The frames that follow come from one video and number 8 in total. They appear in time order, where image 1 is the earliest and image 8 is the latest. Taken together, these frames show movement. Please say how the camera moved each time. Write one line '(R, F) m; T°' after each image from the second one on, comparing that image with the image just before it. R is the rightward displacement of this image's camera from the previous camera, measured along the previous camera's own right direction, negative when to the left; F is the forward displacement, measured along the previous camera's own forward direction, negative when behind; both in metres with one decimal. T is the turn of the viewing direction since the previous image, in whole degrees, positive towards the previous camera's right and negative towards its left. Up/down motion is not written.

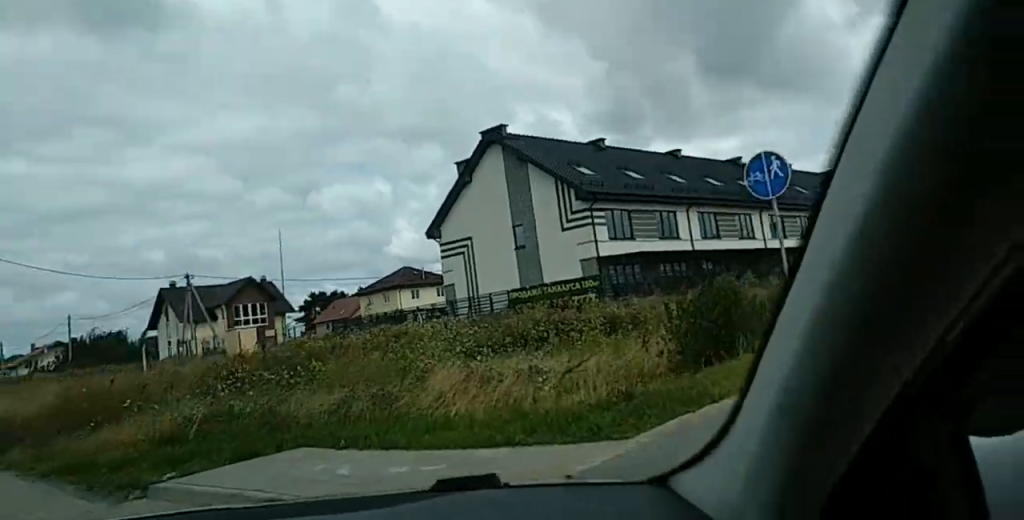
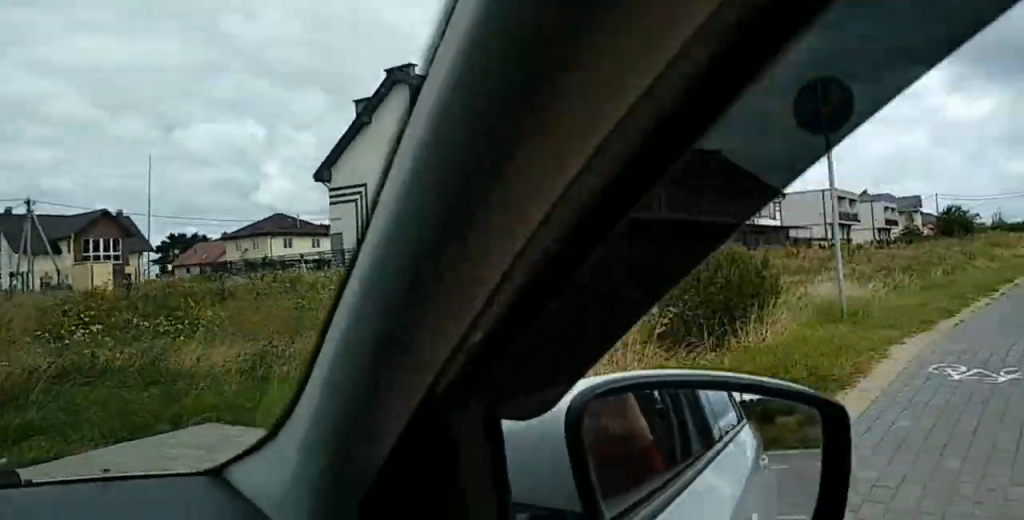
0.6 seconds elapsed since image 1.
(-0.5, +2.8) m; -17°
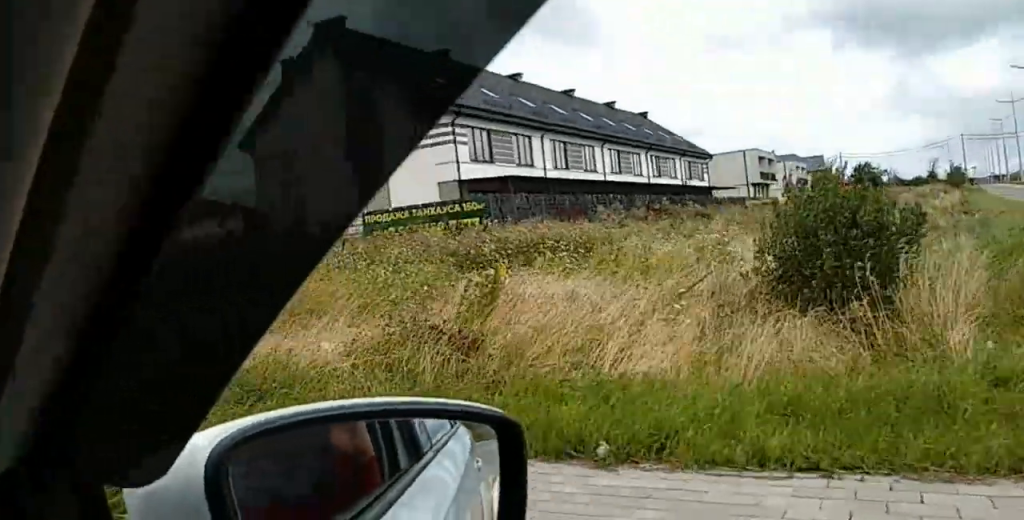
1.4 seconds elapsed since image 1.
(-0.6, +3.3) m; -19°
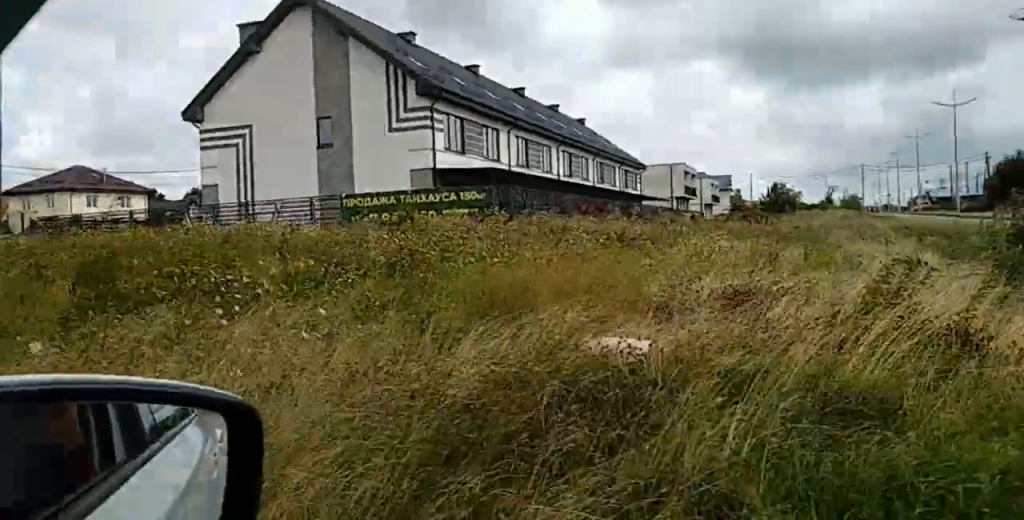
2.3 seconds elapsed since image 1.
(-0.8, +4.0) m; -14°
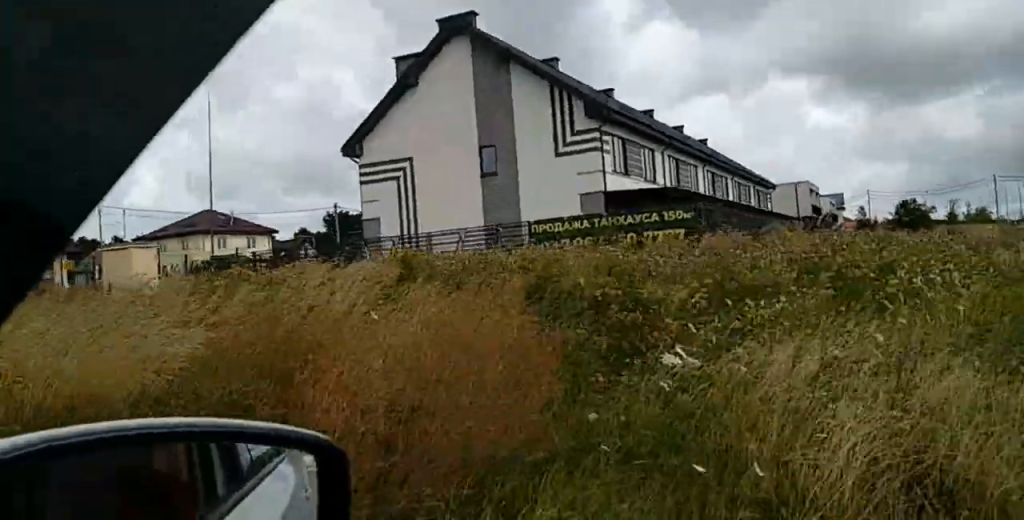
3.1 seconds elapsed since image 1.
(-0.2, +4.2) m; -4°
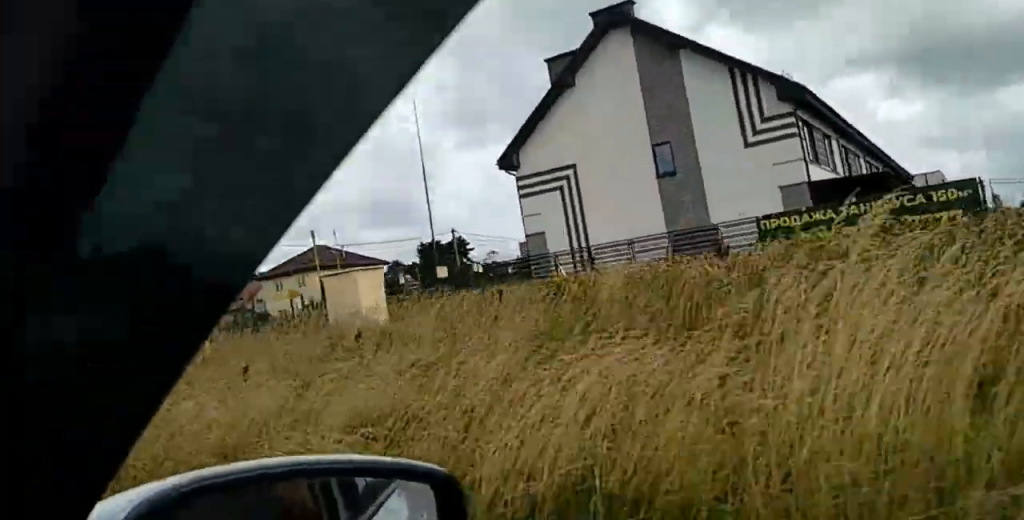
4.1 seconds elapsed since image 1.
(-0.1, +5.4) m; -1°
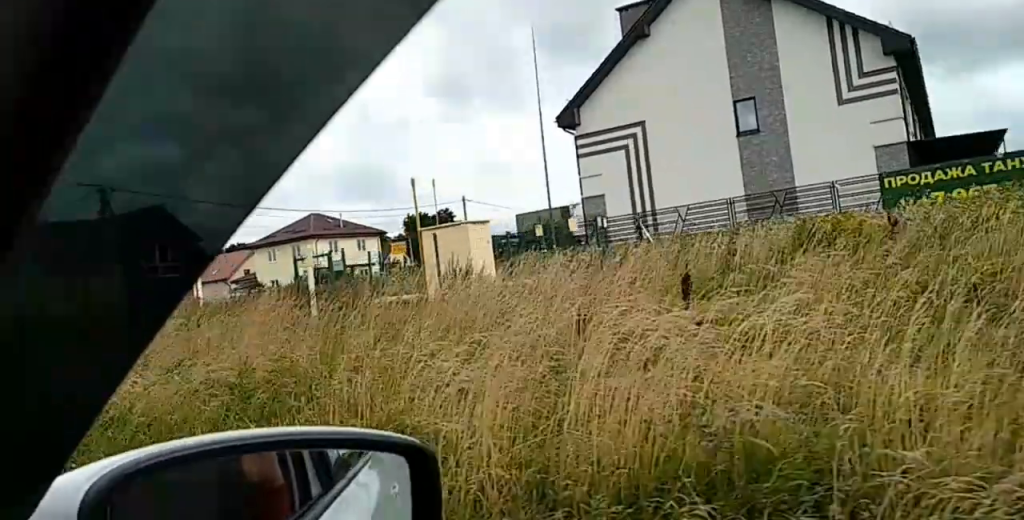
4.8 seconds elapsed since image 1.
(0.0, +4.2) m; 0°
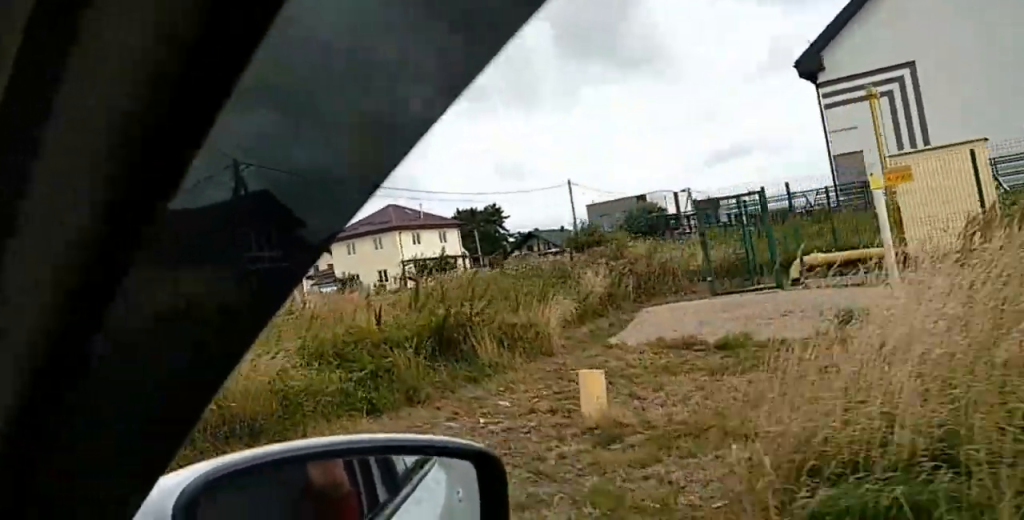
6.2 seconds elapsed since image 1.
(0.0, +9.2) m; 0°
